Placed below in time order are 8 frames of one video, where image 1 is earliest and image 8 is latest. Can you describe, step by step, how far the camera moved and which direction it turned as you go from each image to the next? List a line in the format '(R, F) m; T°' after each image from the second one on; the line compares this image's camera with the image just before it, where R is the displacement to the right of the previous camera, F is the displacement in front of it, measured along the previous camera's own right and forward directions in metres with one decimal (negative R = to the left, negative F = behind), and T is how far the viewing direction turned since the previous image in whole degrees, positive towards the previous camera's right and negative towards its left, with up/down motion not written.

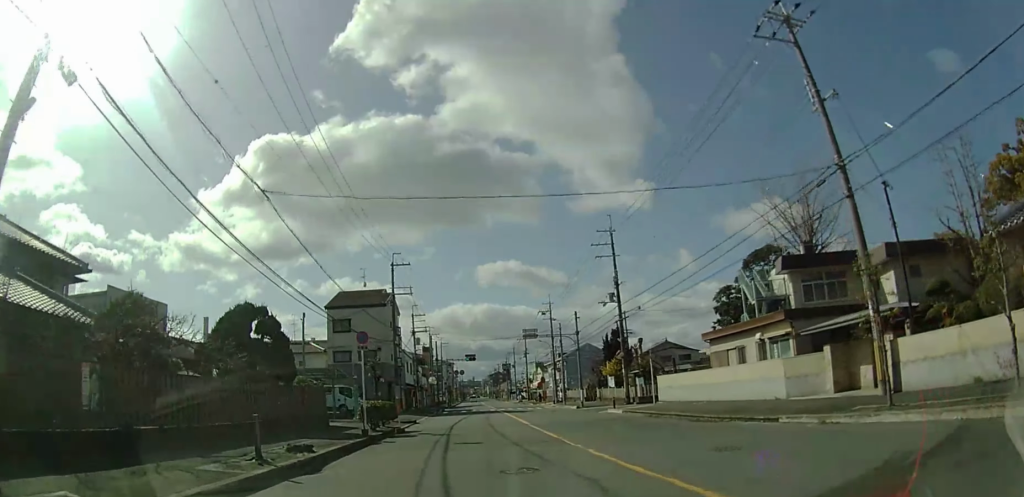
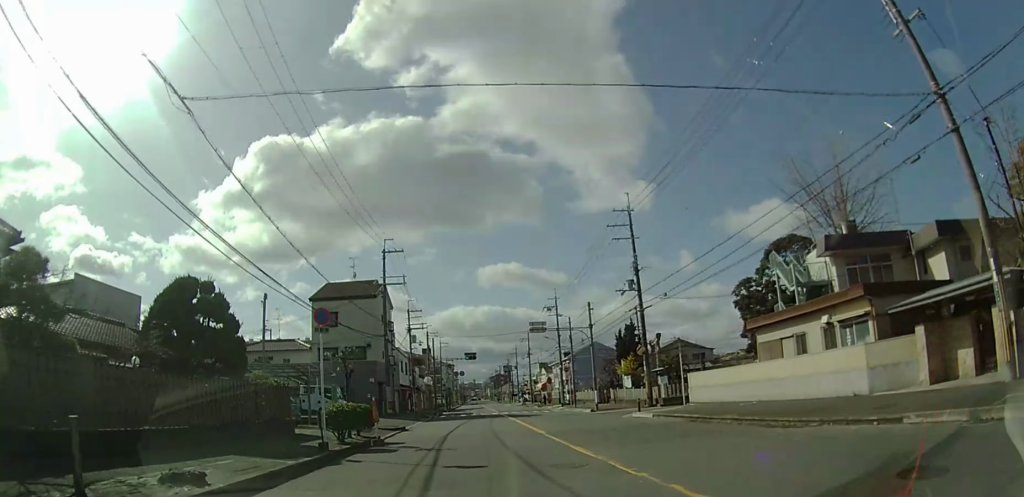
(0.0, +4.8) m; 0°
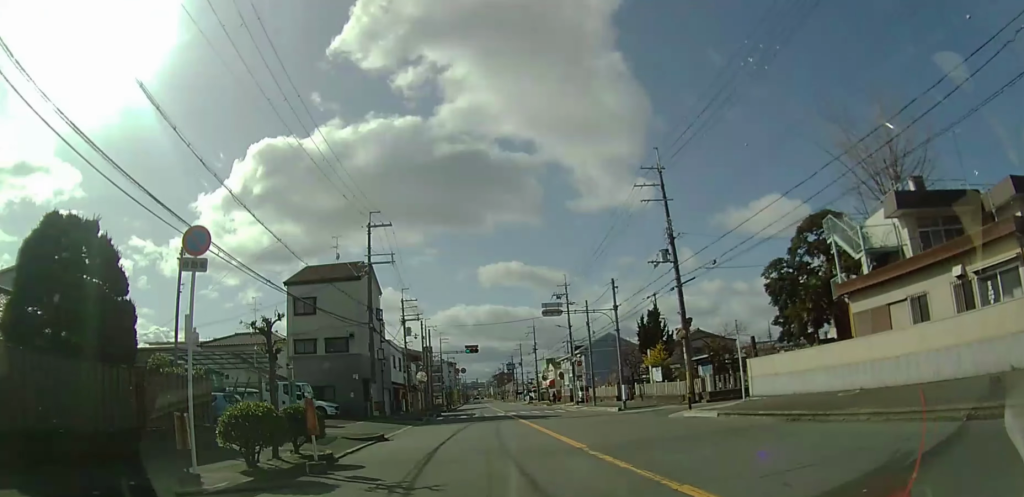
(0.0, +6.7) m; -1°
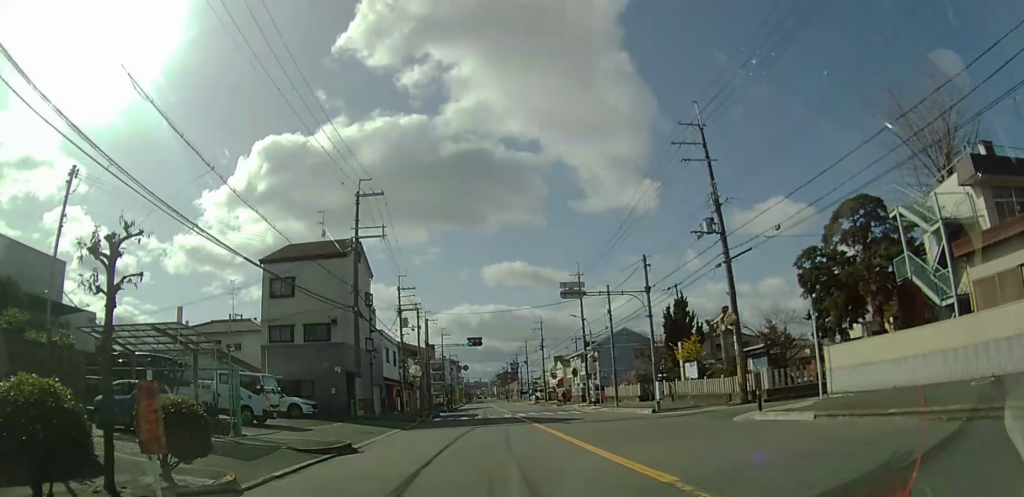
(-0.1, +5.5) m; -1°
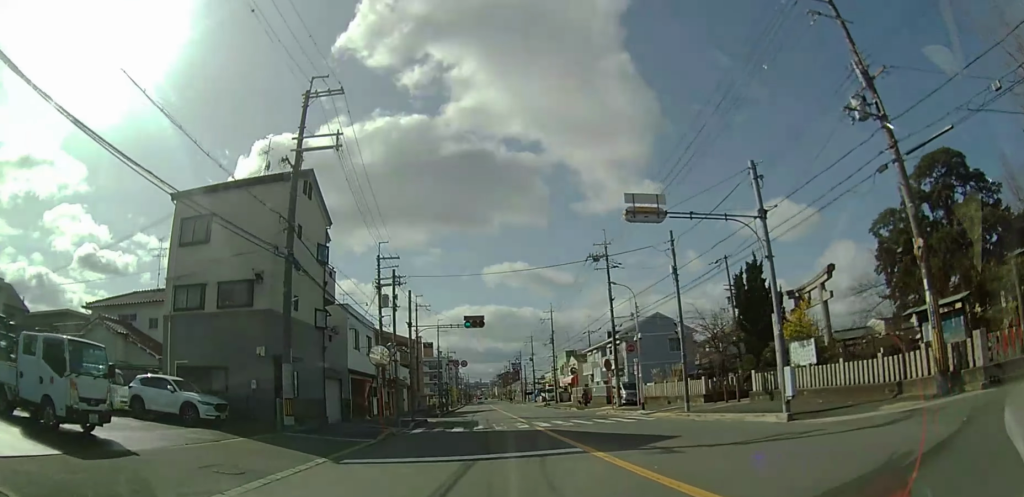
(-0.1, +11.9) m; -1°
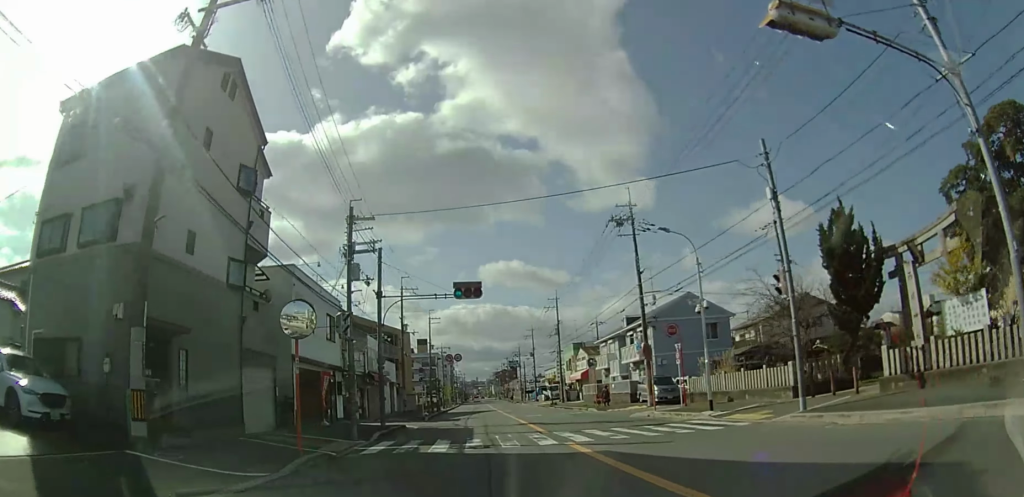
(-0.1, +9.3) m; 0°
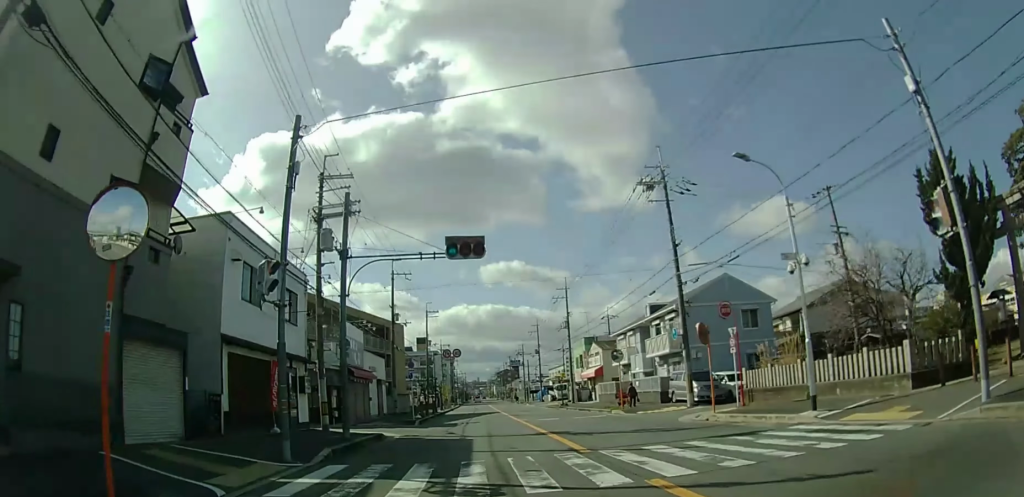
(0.0, +7.0) m; 0°
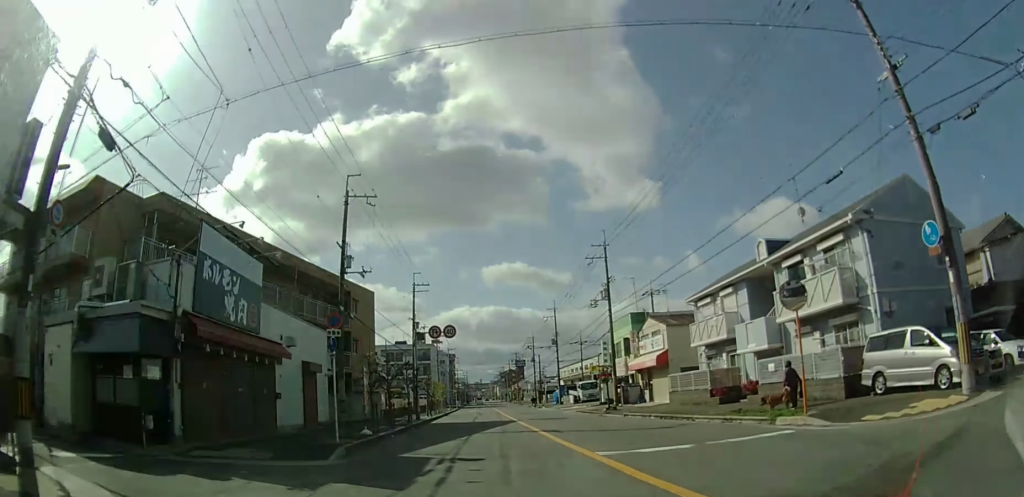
(+0.6, +18.7) m; +3°
